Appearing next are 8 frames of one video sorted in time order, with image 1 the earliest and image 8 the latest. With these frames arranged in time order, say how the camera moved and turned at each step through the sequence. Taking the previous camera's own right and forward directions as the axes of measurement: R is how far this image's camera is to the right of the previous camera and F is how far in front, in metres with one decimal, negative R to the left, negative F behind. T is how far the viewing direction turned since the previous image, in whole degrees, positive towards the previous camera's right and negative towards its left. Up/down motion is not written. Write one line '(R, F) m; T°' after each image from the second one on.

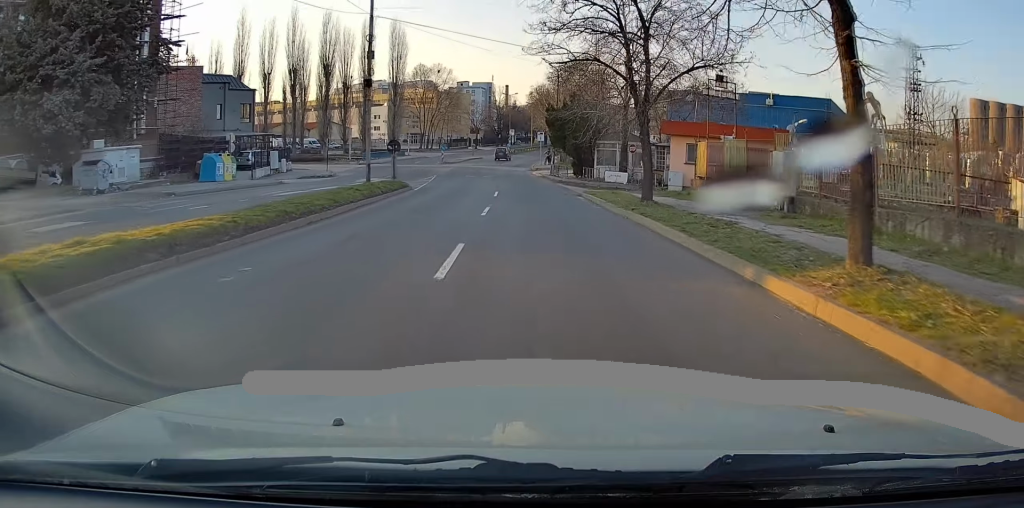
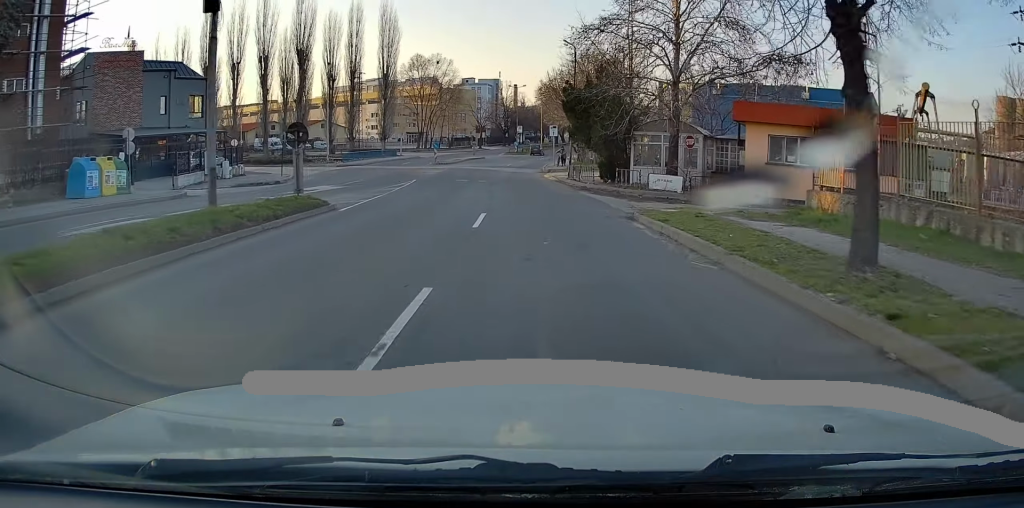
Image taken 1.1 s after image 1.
(0.0, +12.1) m; 0°
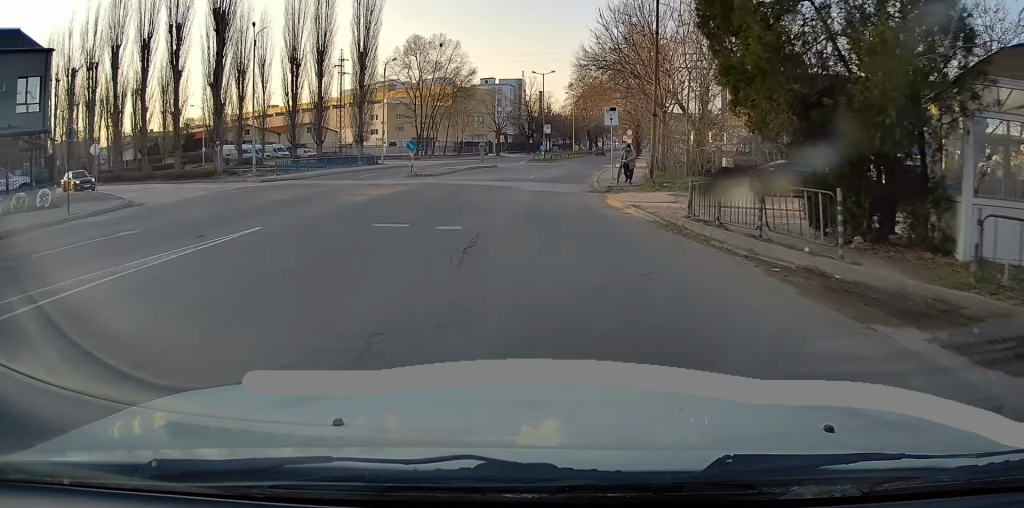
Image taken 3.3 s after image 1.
(-0.5, +24.3) m; -3°
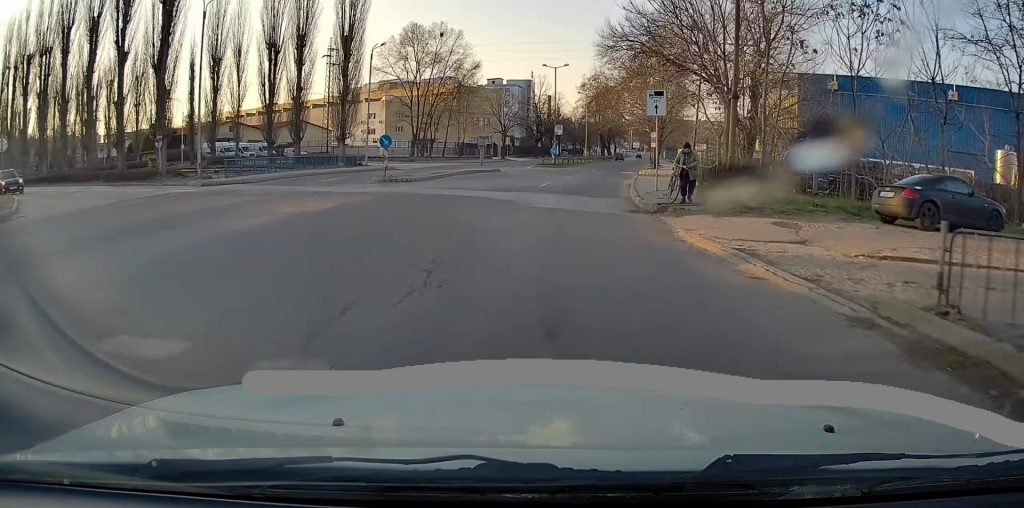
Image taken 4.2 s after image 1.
(-0.1, +8.8) m; 0°
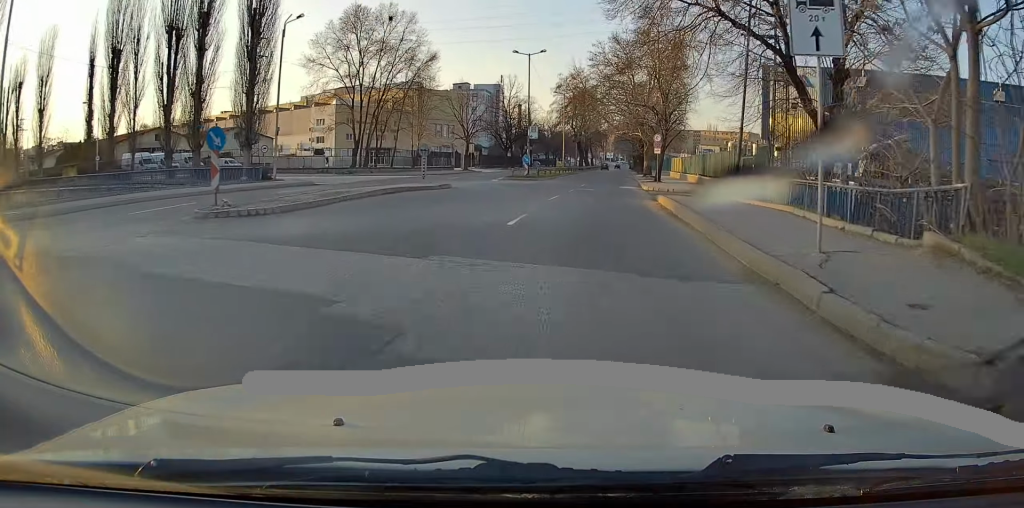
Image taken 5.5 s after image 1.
(+0.2, +14.1) m; +4°
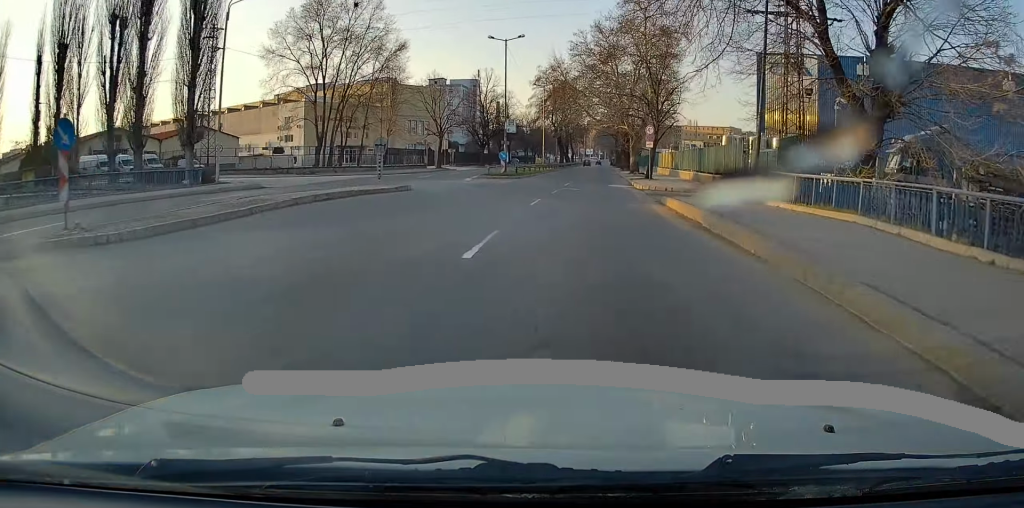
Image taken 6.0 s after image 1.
(+0.2, +4.9) m; +2°
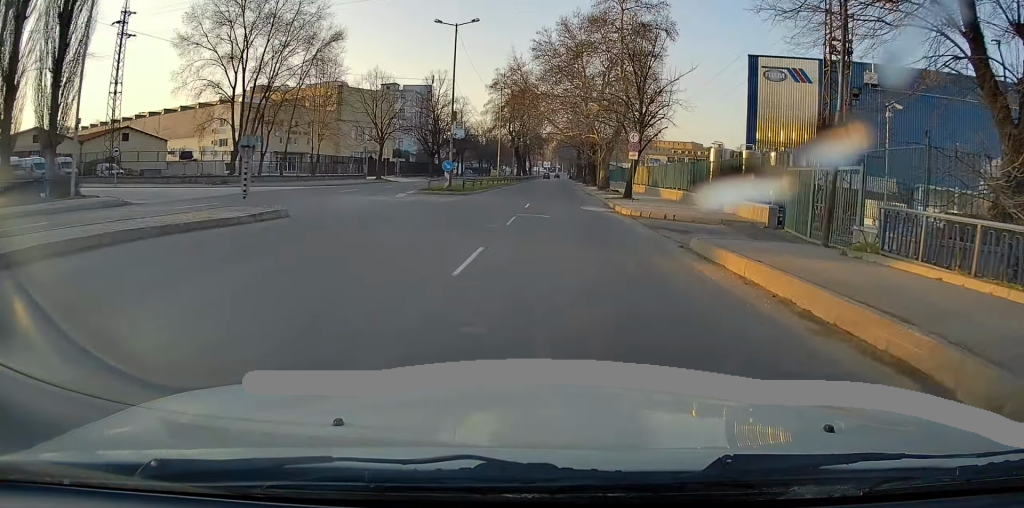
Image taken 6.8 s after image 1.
(+0.2, +9.1) m; +2°
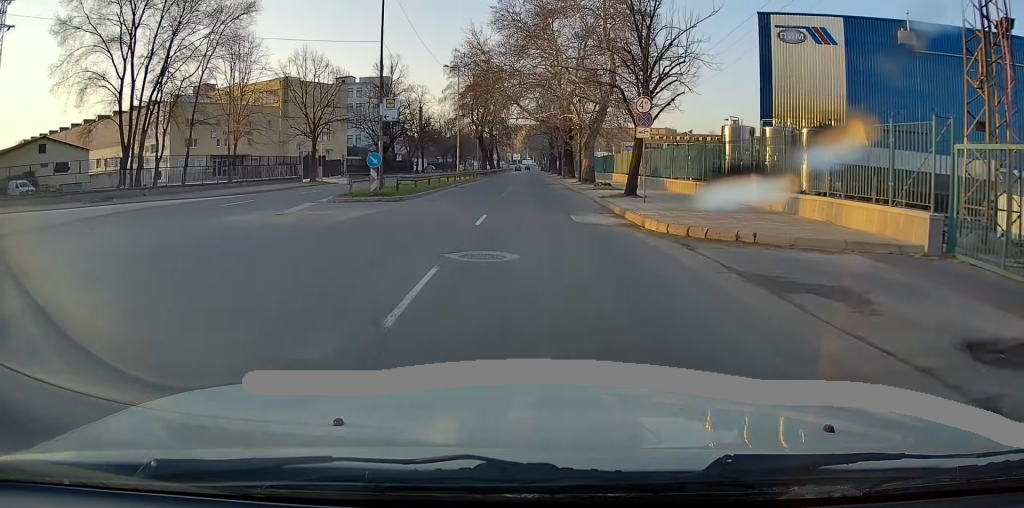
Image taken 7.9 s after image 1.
(+0.2, +10.9) m; +2°
